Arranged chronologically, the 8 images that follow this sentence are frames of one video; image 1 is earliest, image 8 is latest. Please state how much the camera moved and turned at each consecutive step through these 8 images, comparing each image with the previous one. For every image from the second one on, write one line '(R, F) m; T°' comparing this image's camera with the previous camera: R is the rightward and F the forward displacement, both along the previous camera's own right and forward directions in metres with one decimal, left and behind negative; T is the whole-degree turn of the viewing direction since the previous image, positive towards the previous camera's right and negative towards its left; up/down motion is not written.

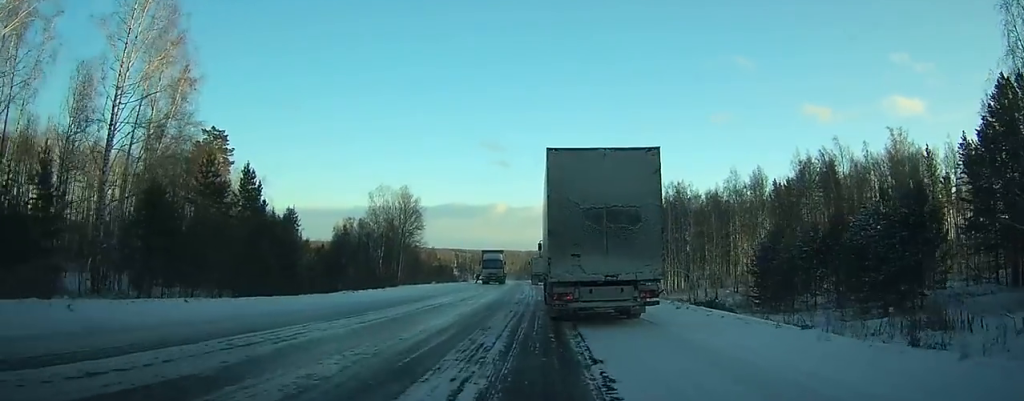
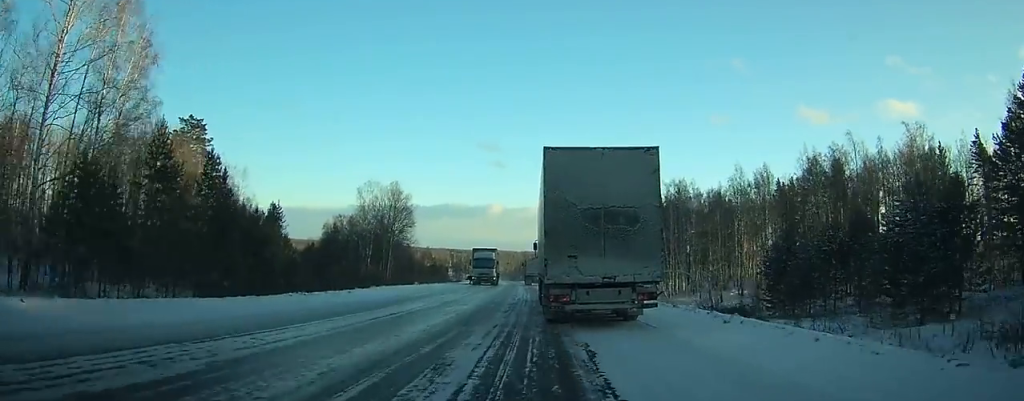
(0.0, +4.7) m; +1°
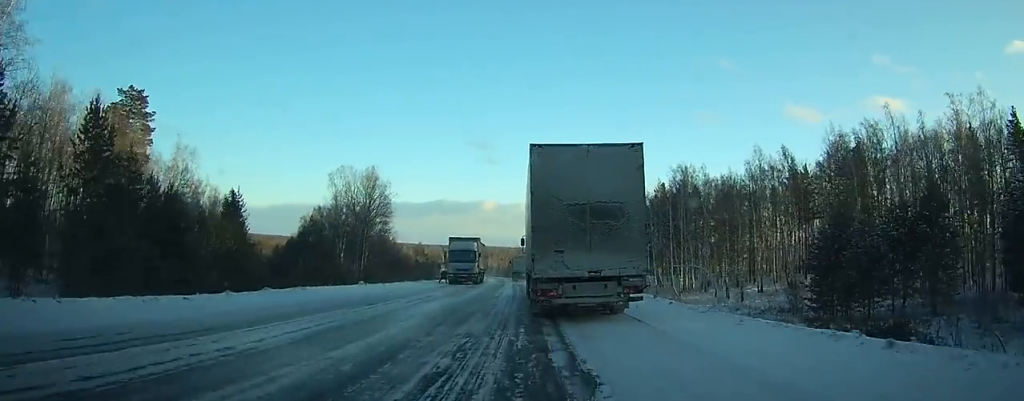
(+0.3, +12.5) m; +2°
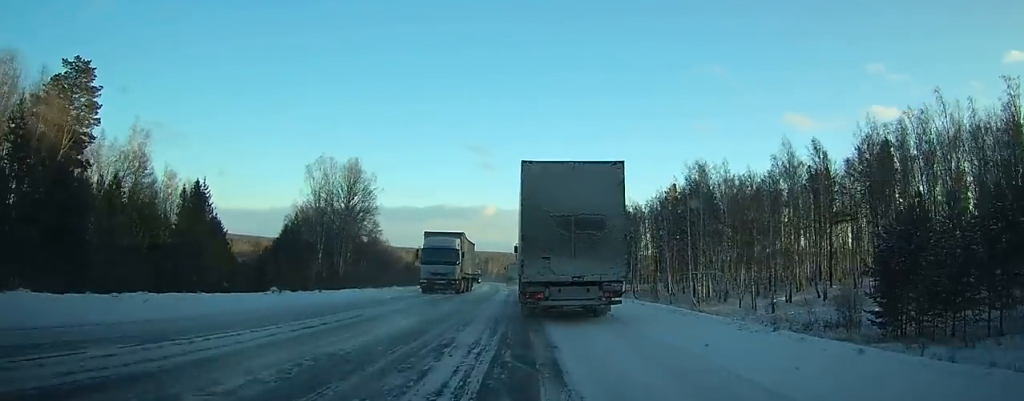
(+0.1, +11.7) m; 0°
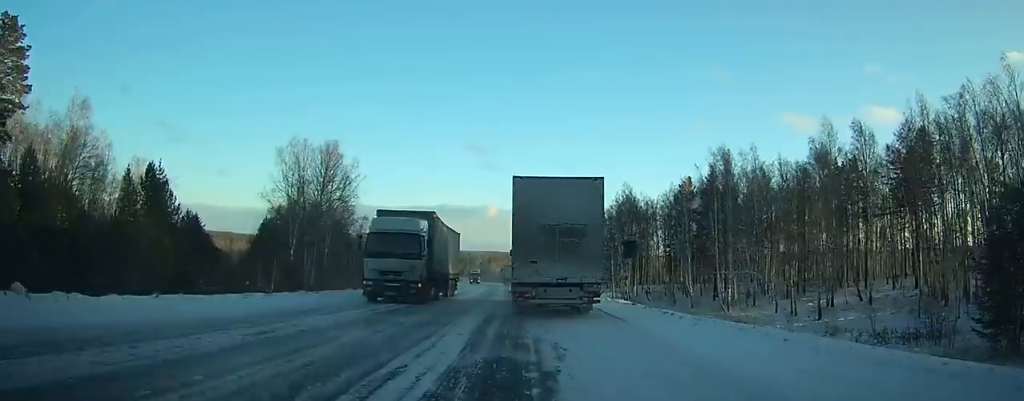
(-0.1, +13.1) m; -1°
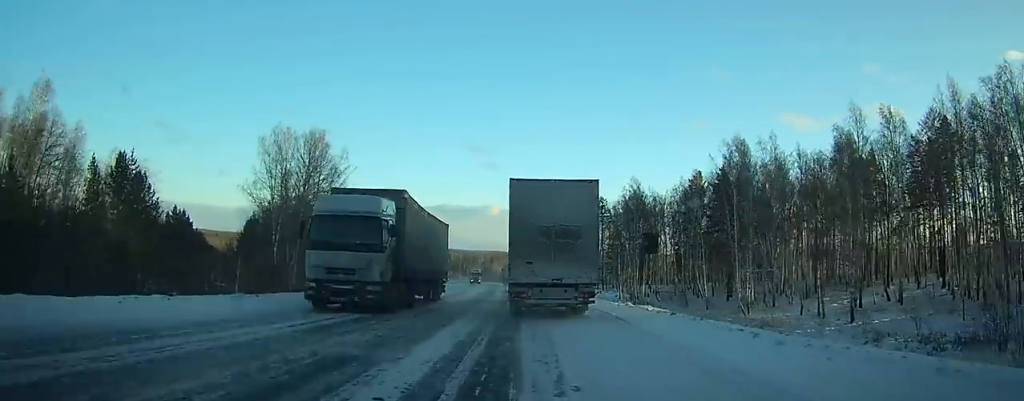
(-0.1, +6.2) m; 0°
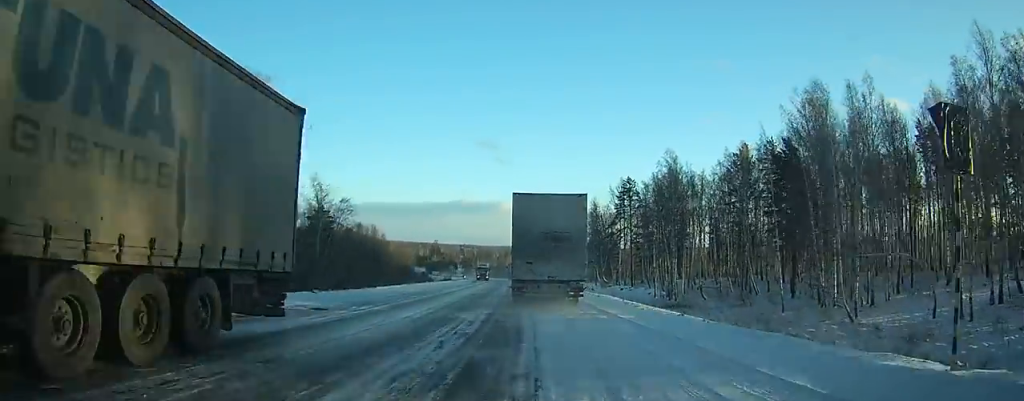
(+0.2, +23.2) m; 0°
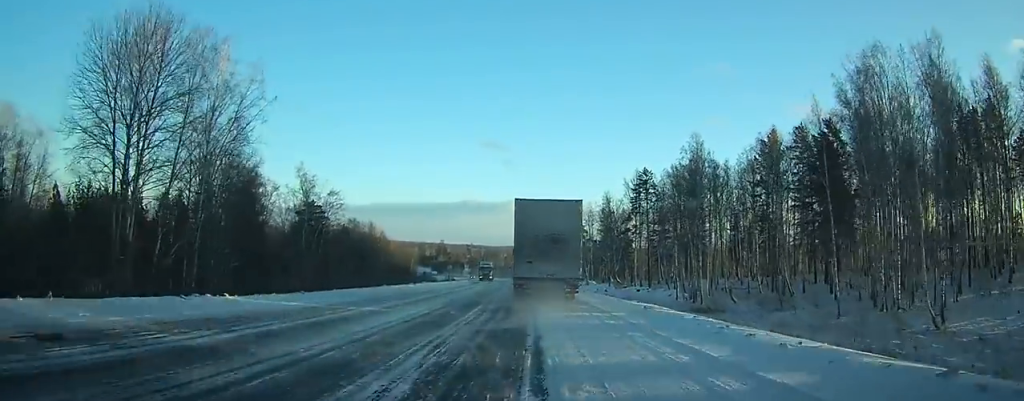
(0.0, +12.0) m; 0°
